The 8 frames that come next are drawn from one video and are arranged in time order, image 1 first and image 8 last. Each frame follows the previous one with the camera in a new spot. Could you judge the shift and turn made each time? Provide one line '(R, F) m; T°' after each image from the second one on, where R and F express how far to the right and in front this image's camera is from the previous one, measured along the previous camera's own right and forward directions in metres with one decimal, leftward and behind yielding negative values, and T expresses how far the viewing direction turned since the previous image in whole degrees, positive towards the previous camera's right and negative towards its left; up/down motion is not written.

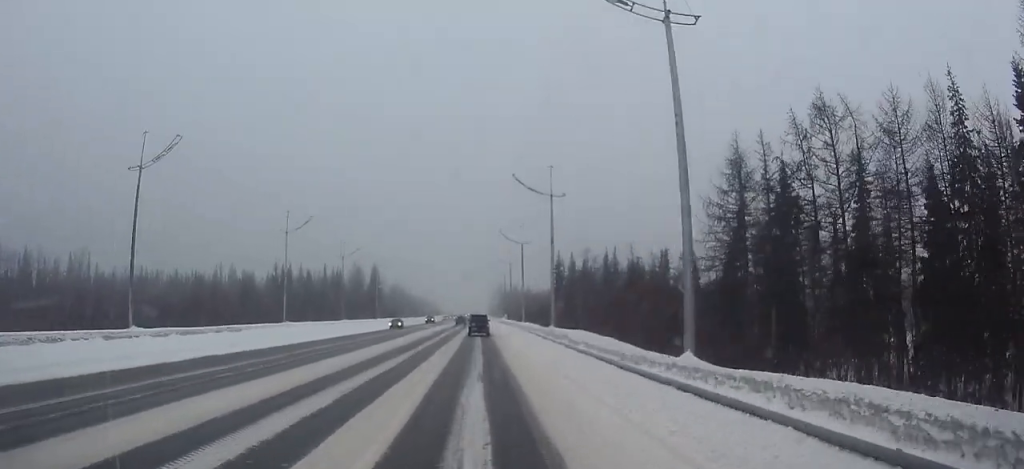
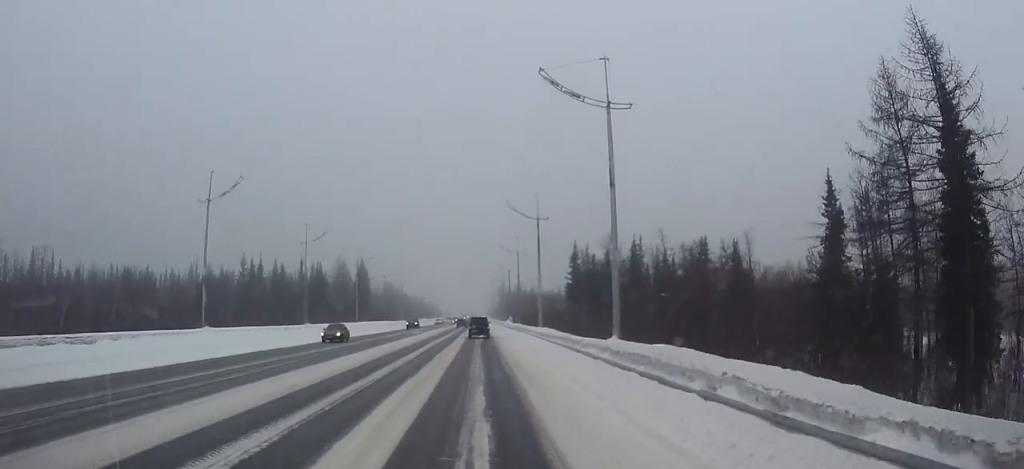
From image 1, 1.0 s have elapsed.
(0.0, +17.0) m; 0°
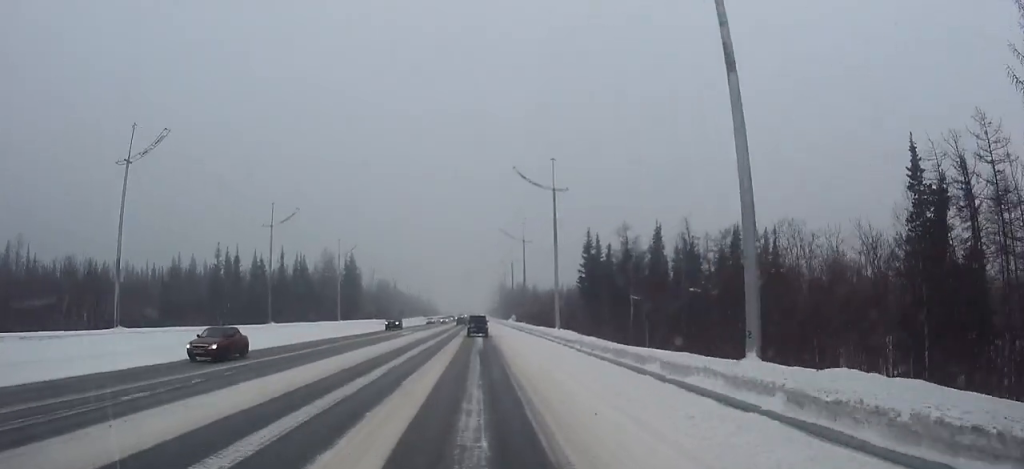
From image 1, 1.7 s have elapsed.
(0.0, +10.4) m; 0°
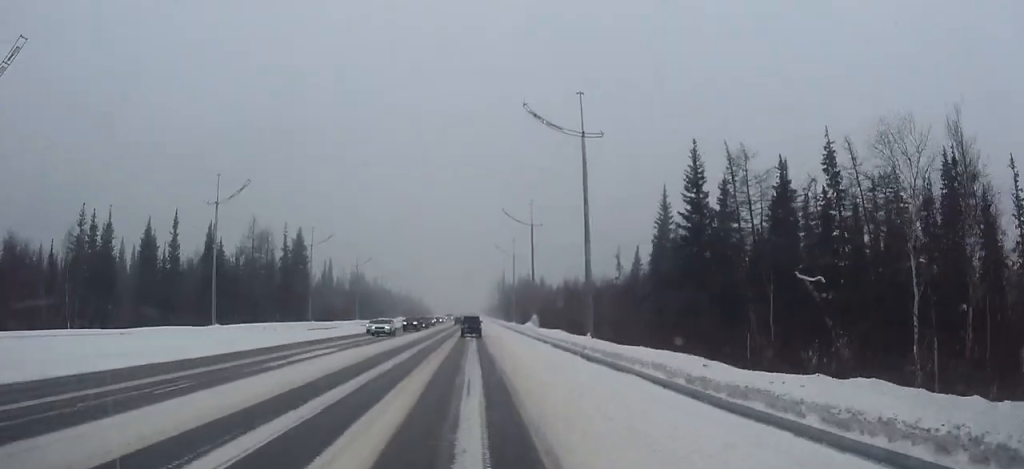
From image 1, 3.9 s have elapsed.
(+0.1, +36.3) m; 0°
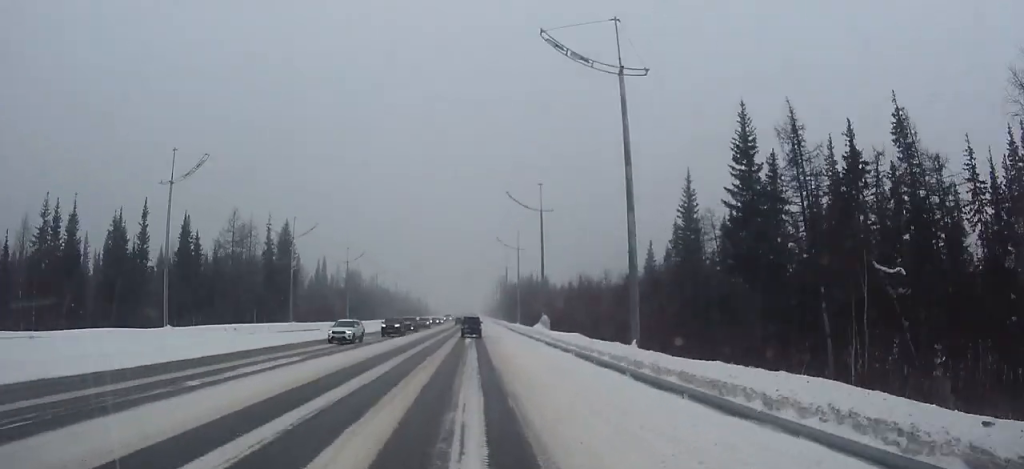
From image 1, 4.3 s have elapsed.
(0.0, +7.0) m; 0°
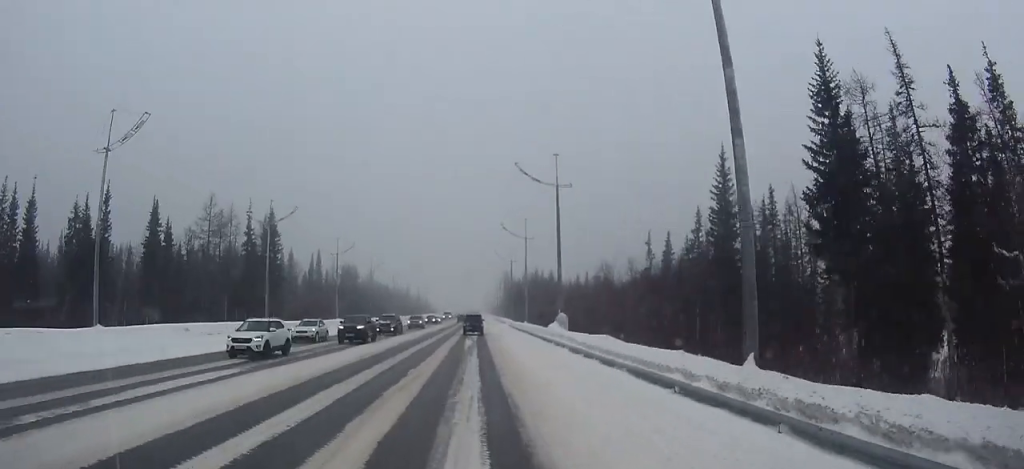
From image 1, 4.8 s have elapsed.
(0.0, +7.5) m; 0°
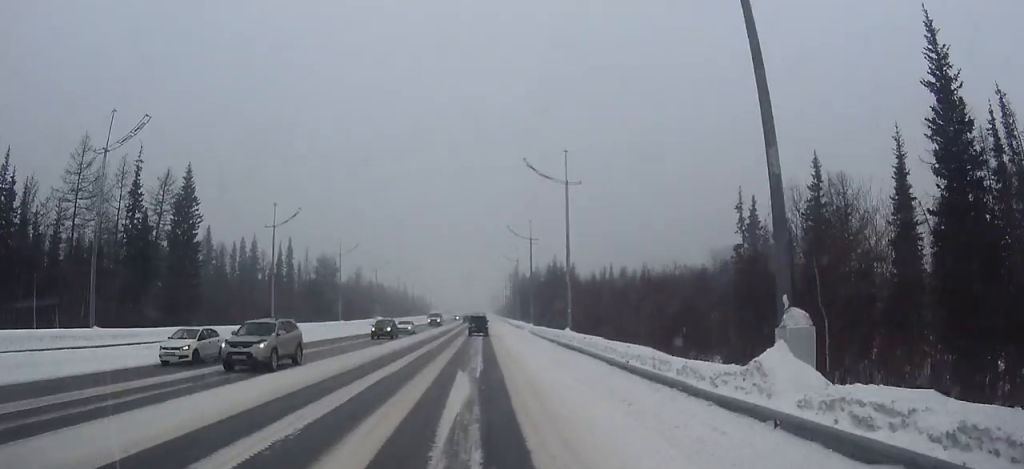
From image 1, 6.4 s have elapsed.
(-0.1, +25.6) m; 0°
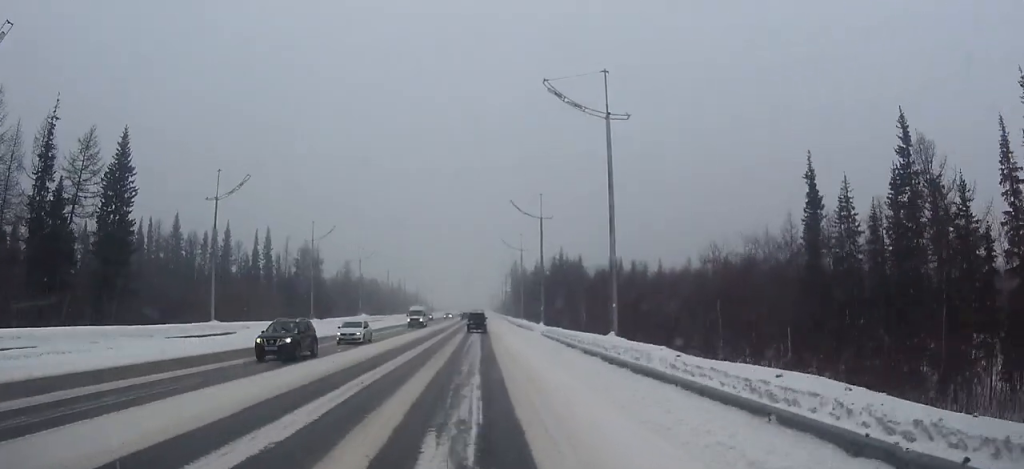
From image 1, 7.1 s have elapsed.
(0.0, +11.7) m; 0°
